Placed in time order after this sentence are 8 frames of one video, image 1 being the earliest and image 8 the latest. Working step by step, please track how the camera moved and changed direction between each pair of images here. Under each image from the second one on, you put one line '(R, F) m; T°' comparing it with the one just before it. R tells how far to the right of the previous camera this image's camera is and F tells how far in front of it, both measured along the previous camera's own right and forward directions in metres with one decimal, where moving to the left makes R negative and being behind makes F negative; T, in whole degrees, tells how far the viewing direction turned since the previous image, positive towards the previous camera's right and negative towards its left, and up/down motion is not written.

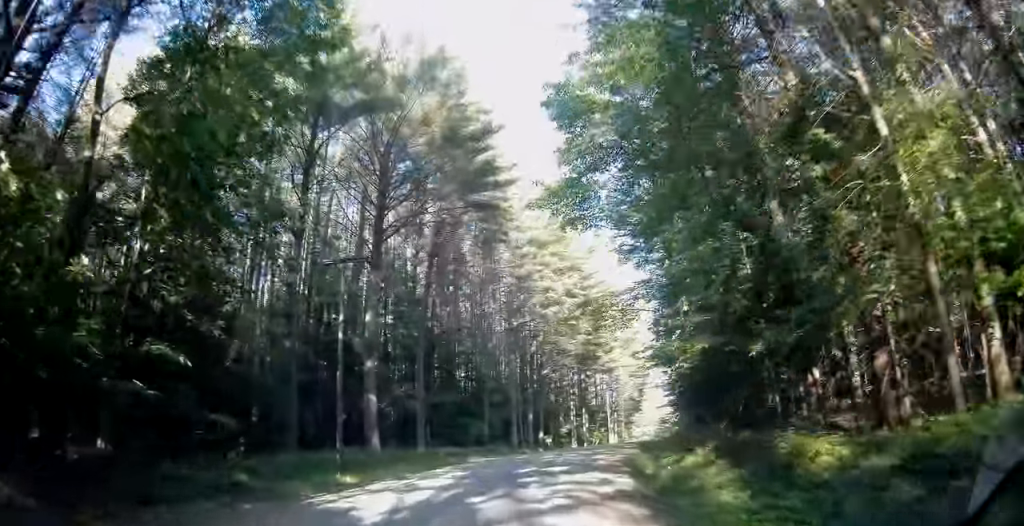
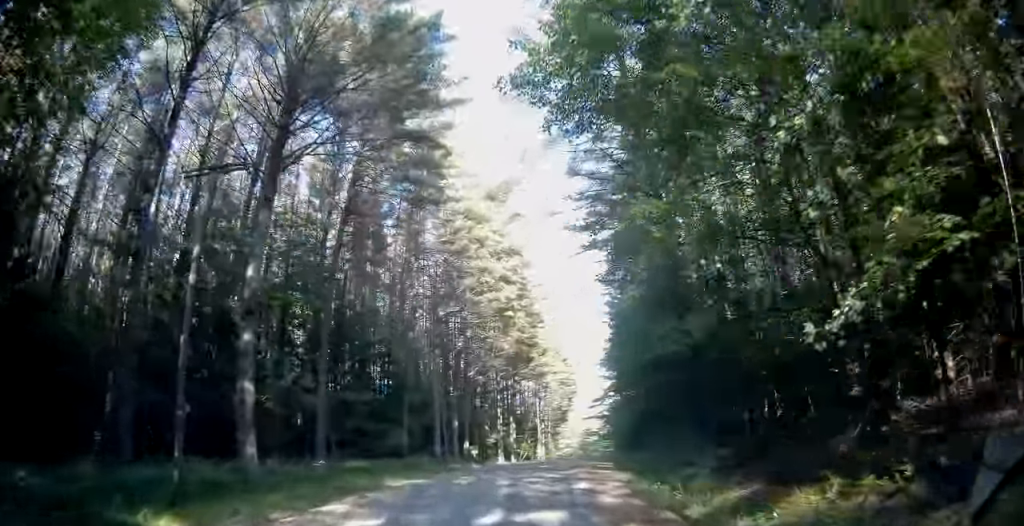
(+0.7, +10.5) m; +7°
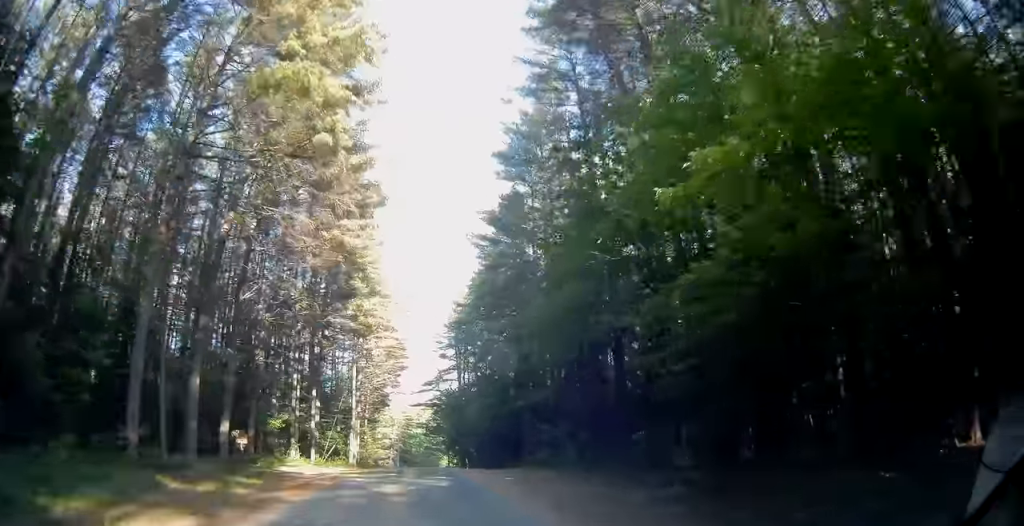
(+7.0, +30.0) m; +23°
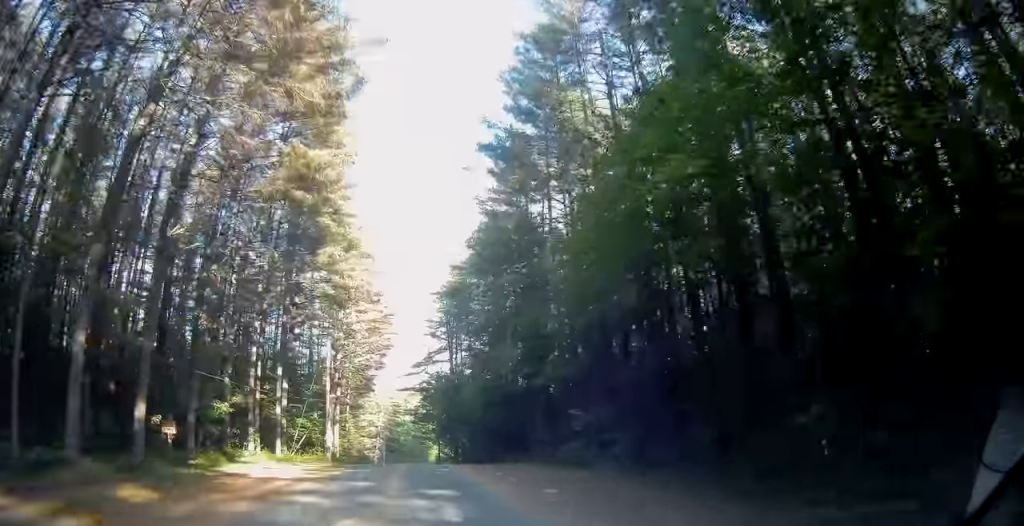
(+0.4, +10.9) m; +2°
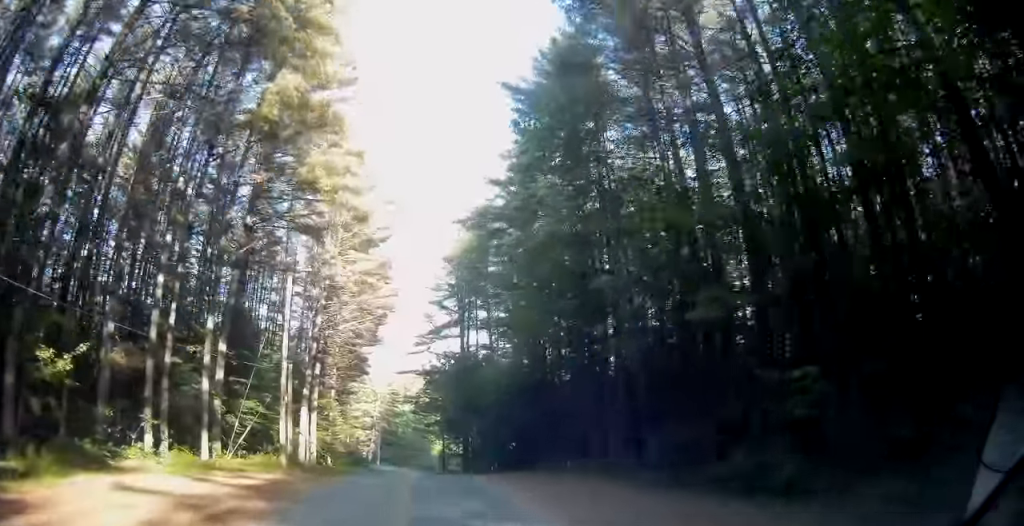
(0.0, +18.6) m; 0°
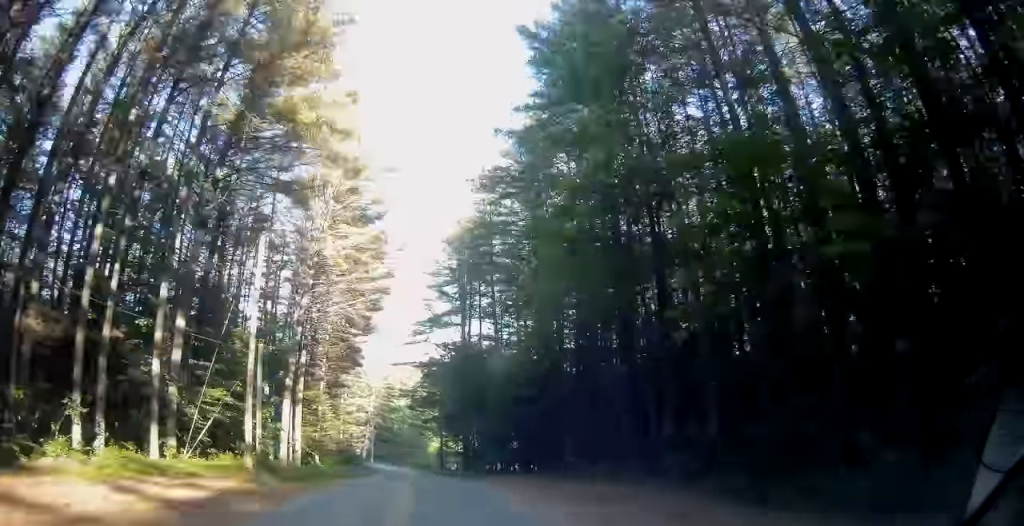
(0.0, +6.3) m; 0°
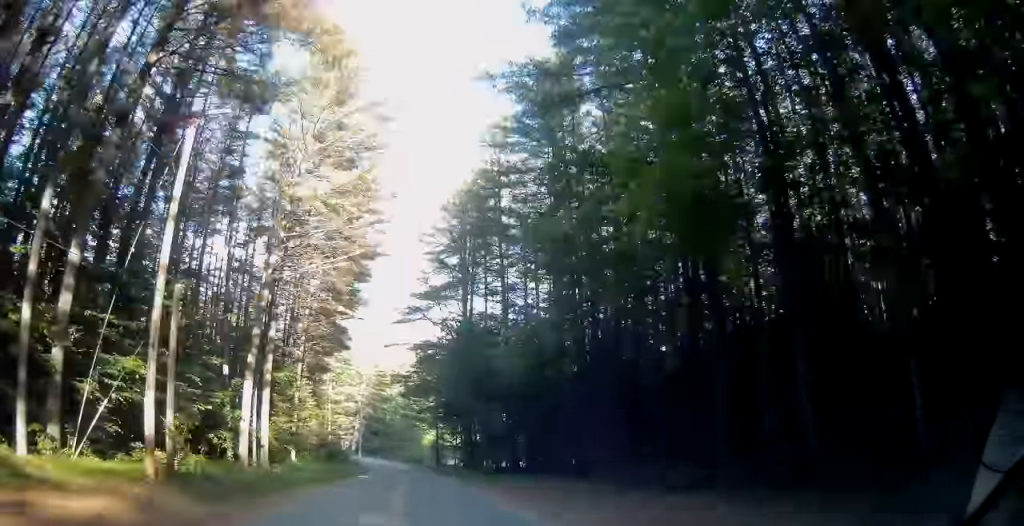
(0.0, +9.7) m; 0°
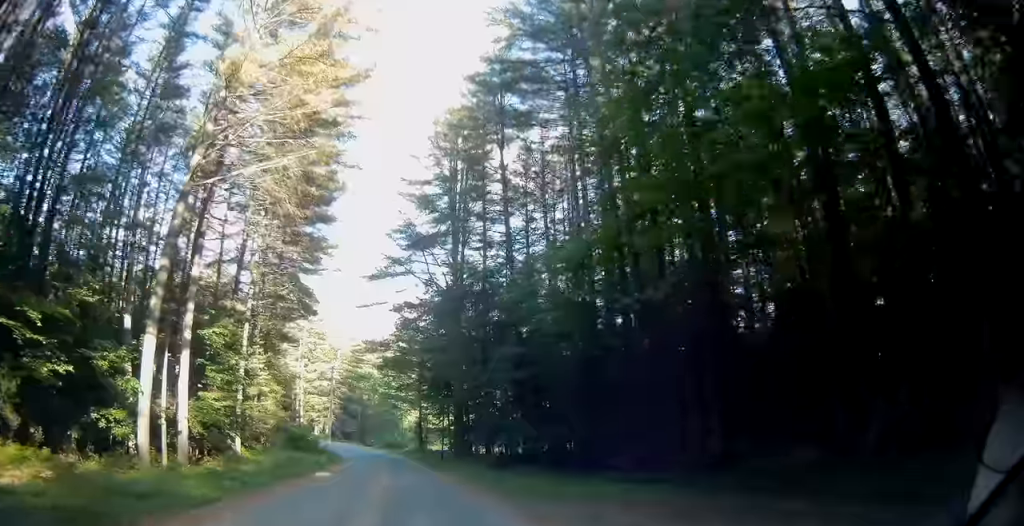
(0.0, +12.3) m; 0°
